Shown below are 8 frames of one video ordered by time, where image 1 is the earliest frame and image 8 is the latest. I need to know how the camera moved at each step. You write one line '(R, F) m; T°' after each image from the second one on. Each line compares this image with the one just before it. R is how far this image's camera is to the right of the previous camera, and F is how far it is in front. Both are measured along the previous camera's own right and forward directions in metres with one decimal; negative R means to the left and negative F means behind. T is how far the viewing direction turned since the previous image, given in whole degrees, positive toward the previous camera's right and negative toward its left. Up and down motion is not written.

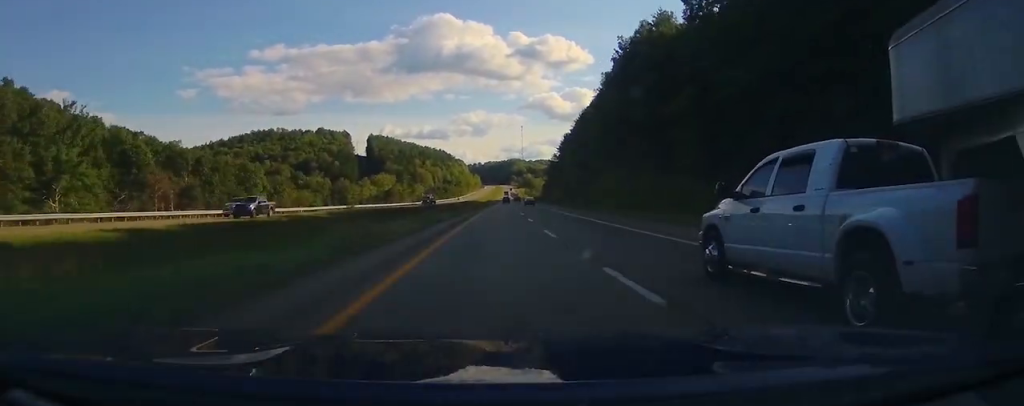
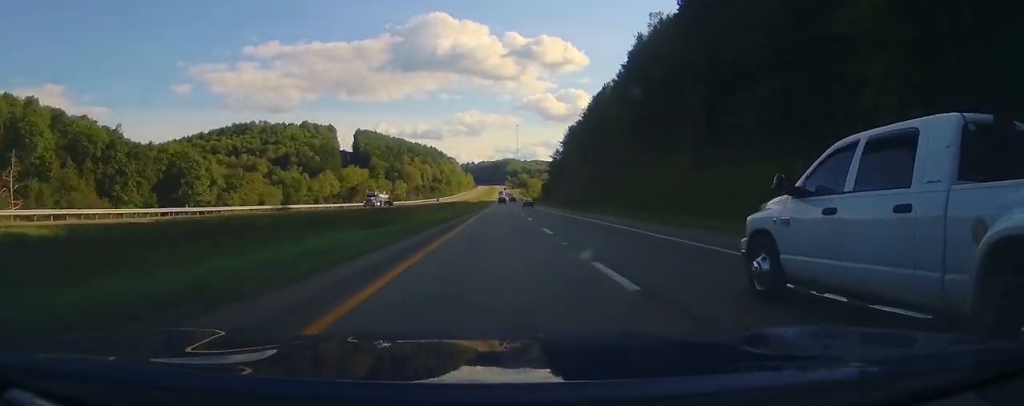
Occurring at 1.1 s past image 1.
(+0.4, +36.0) m; 0°
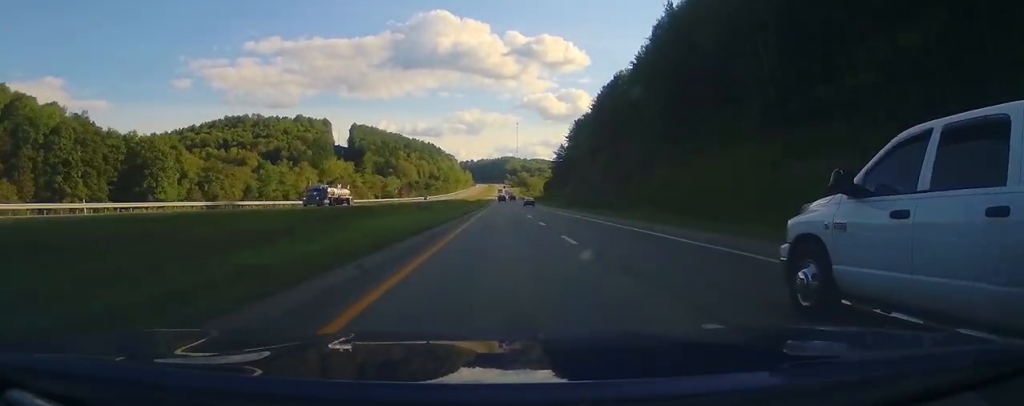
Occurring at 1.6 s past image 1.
(0.0, +18.1) m; 0°
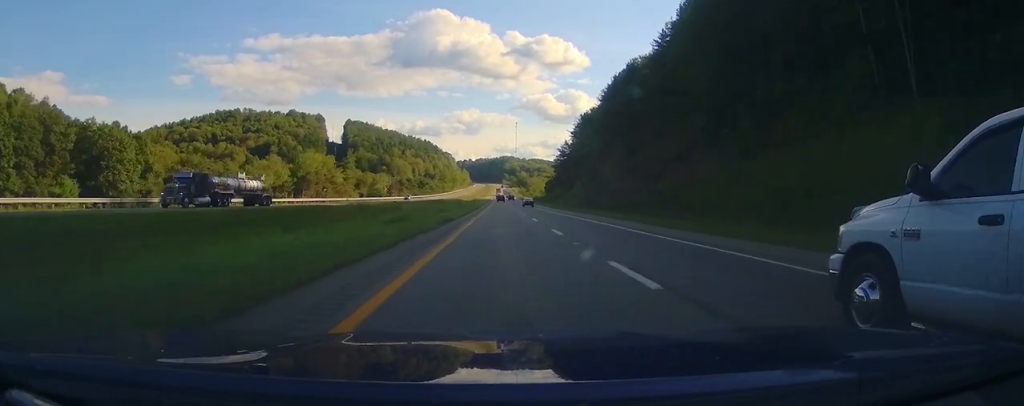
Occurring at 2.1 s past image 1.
(-0.2, +18.2) m; 0°
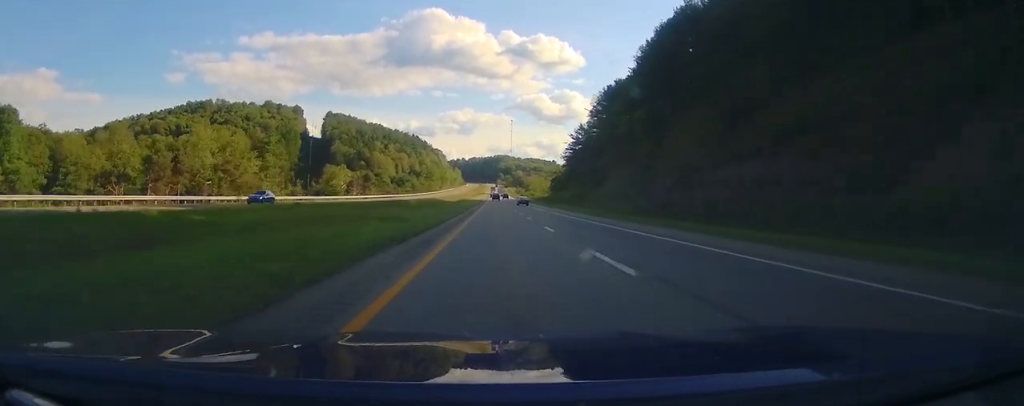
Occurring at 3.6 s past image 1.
(-0.2, +50.2) m; 0°
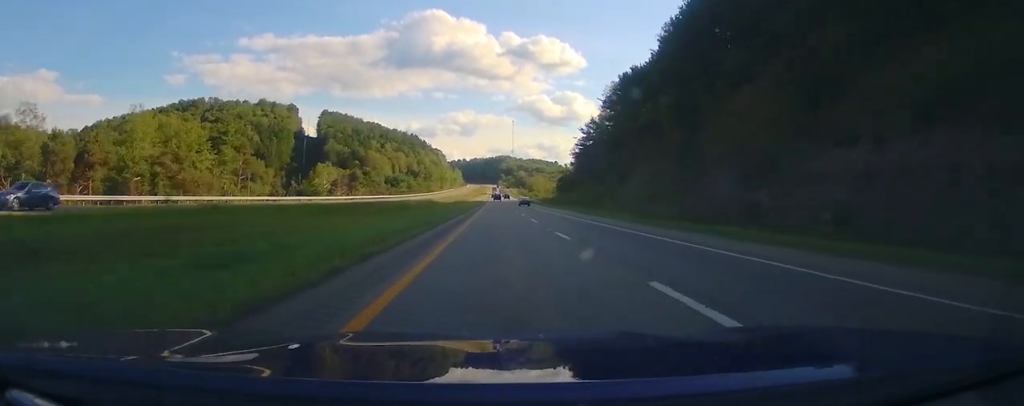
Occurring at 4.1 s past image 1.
(0.0, +17.2) m; 0°
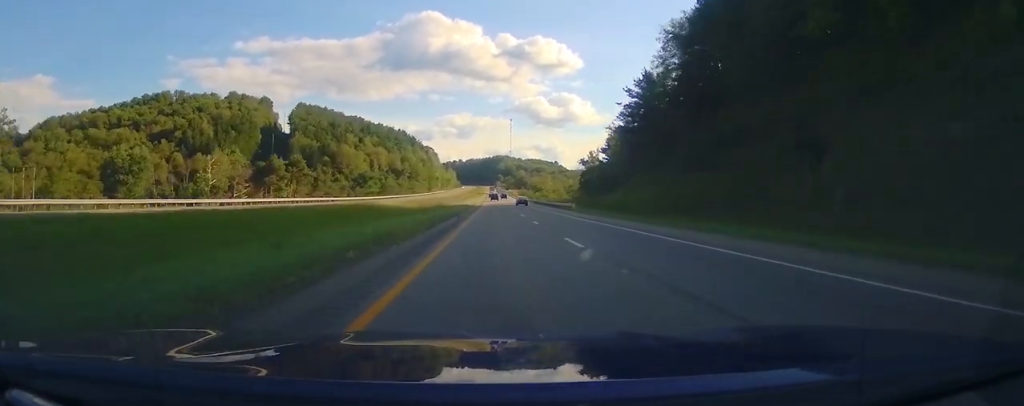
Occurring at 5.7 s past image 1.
(0.0, +56.2) m; 0°
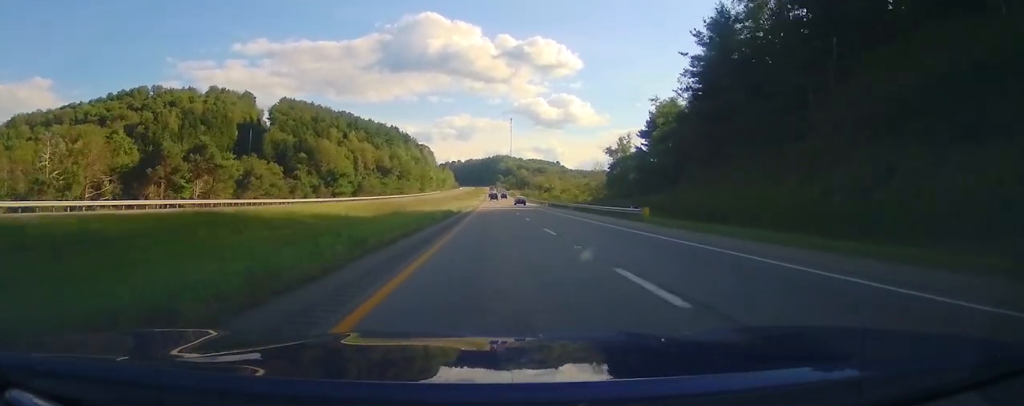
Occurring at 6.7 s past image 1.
(0.0, +34.3) m; 0°
